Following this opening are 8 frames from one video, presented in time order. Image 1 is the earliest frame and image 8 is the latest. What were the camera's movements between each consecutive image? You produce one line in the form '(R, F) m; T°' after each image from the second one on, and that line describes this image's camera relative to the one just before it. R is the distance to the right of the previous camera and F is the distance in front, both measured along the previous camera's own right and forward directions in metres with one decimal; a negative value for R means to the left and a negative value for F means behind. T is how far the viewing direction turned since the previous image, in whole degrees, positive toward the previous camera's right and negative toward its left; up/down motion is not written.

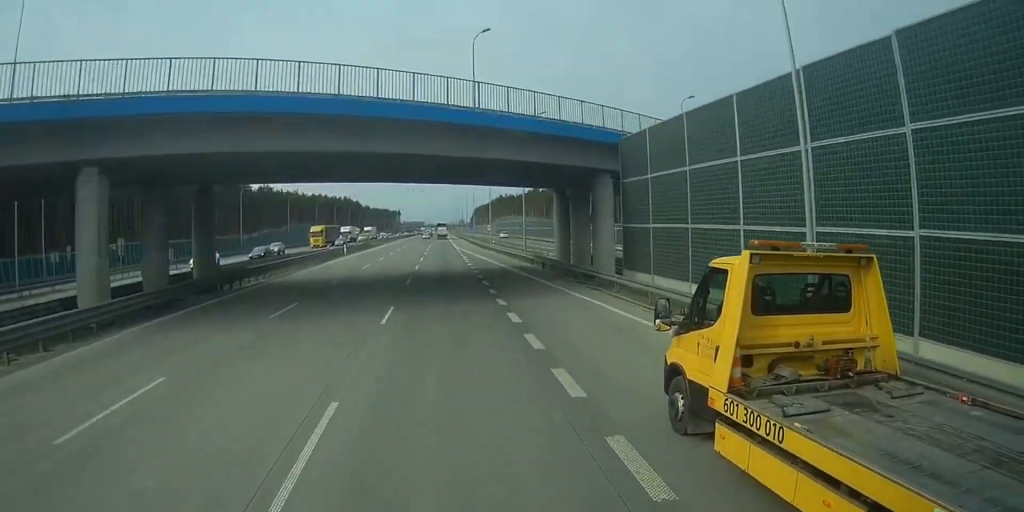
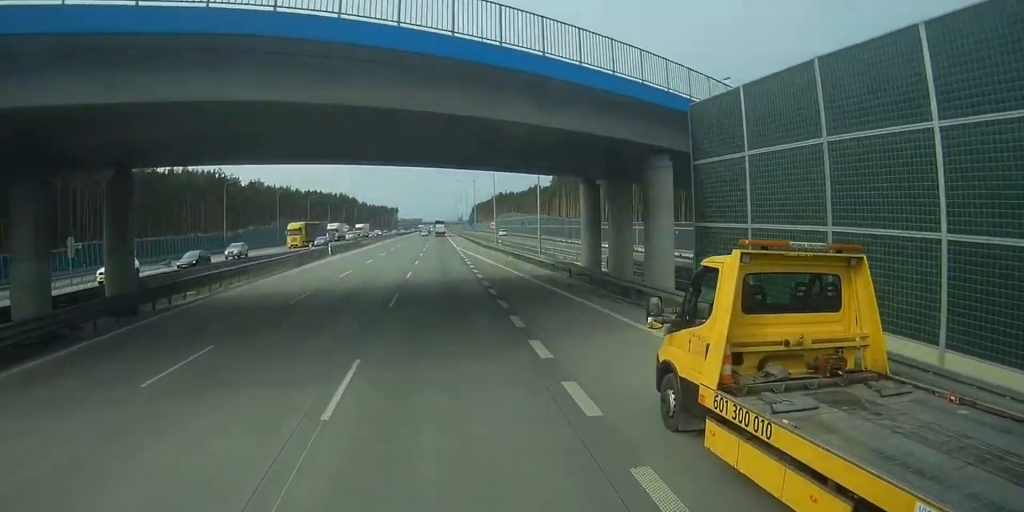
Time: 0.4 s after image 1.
(0.0, +9.2) m; 0°
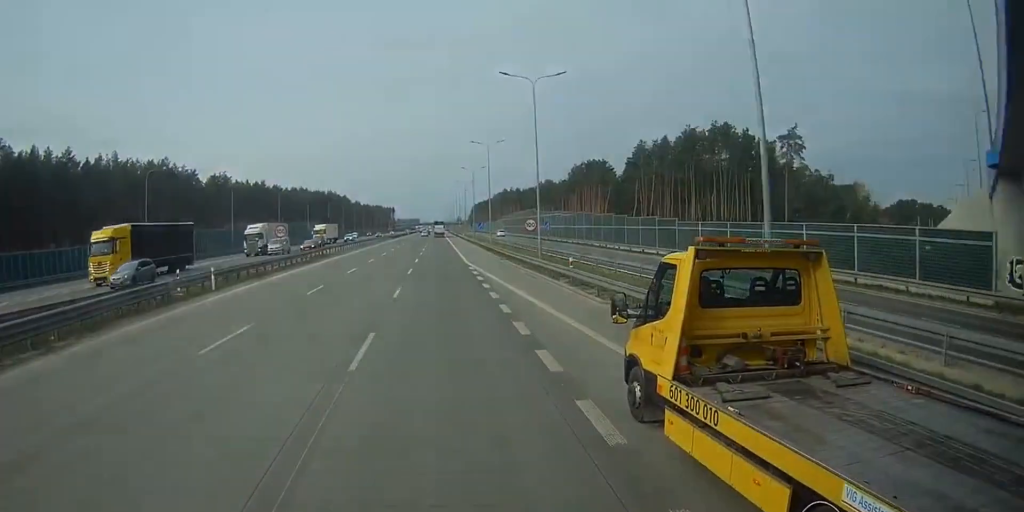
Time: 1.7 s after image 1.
(-0.3, +33.0) m; 0°
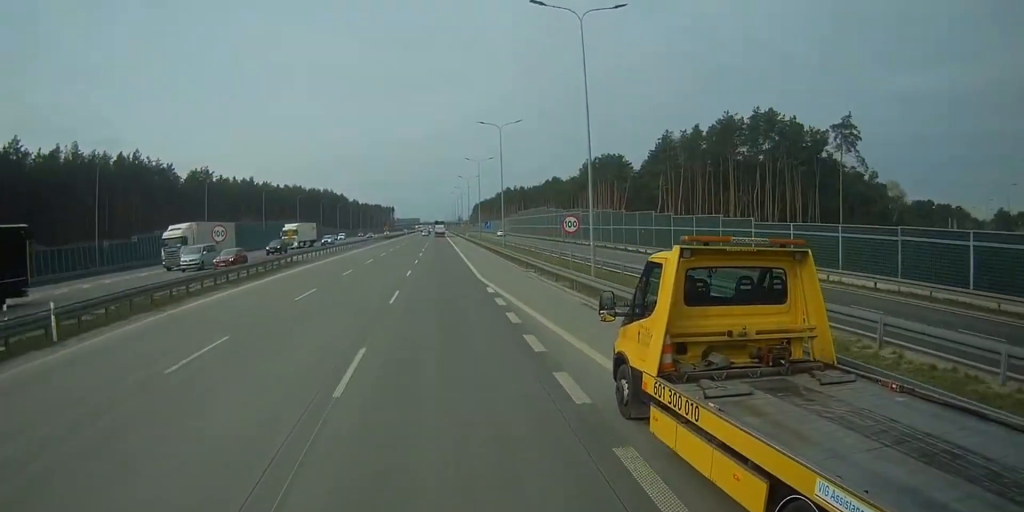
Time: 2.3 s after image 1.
(-0.1, +13.4) m; 0°
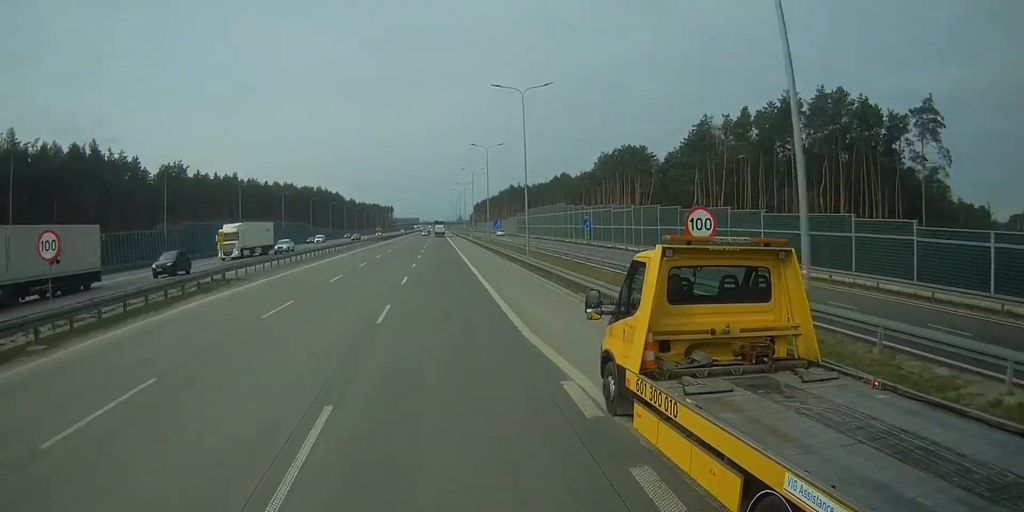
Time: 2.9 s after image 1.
(+0.2, +16.5) m; 0°
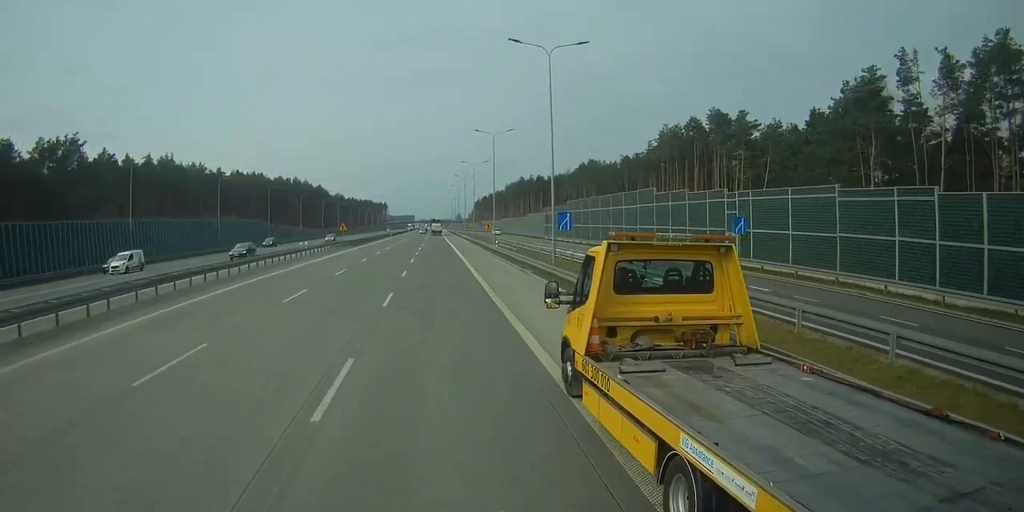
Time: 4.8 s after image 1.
(+0.1, +44.8) m; 0°
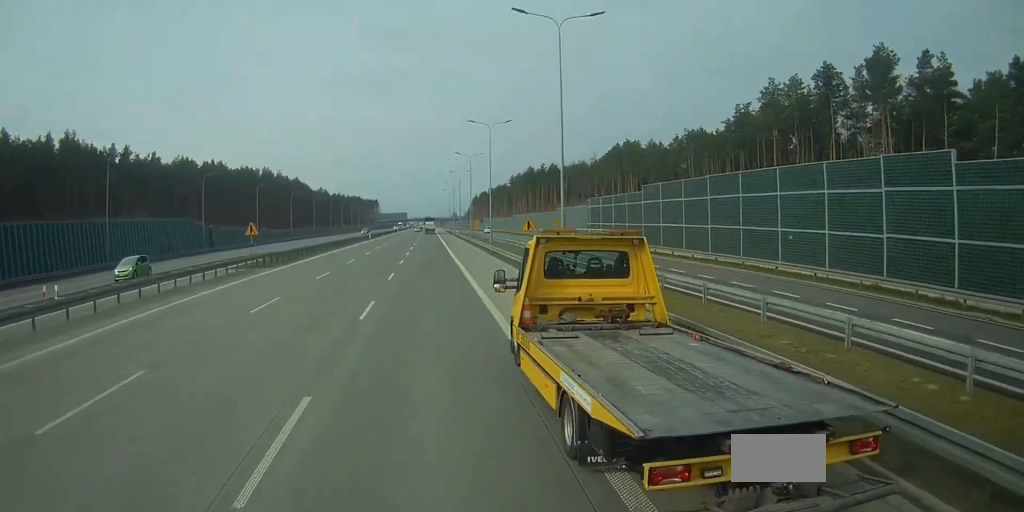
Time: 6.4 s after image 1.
(+0.1, +39.2) m; 0°
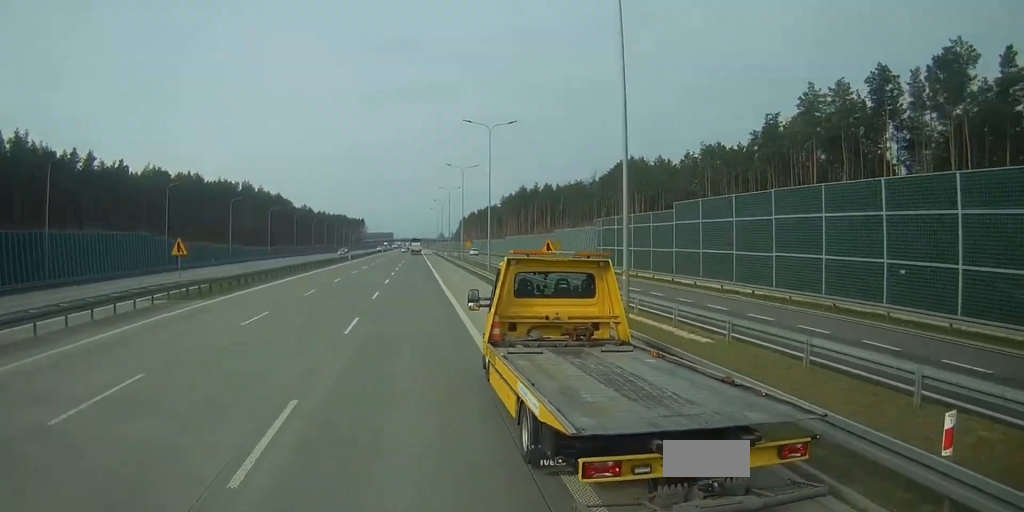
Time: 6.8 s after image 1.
(-0.1, +11.1) m; 0°
